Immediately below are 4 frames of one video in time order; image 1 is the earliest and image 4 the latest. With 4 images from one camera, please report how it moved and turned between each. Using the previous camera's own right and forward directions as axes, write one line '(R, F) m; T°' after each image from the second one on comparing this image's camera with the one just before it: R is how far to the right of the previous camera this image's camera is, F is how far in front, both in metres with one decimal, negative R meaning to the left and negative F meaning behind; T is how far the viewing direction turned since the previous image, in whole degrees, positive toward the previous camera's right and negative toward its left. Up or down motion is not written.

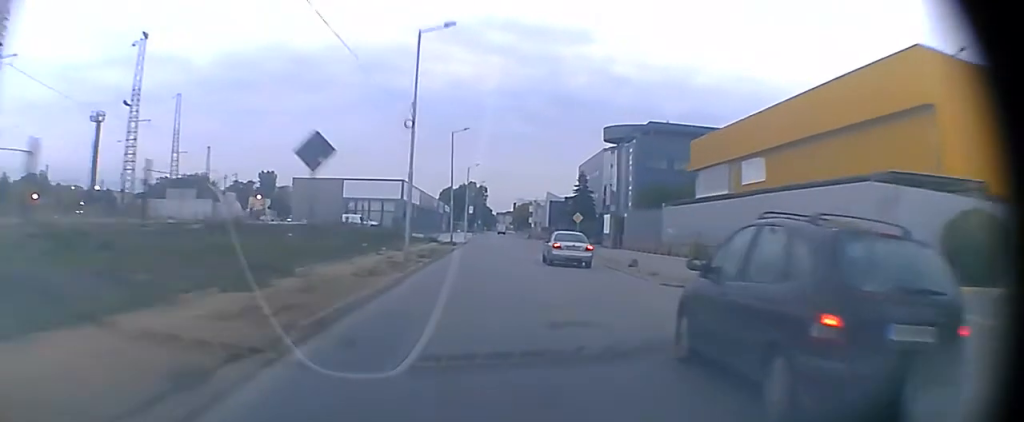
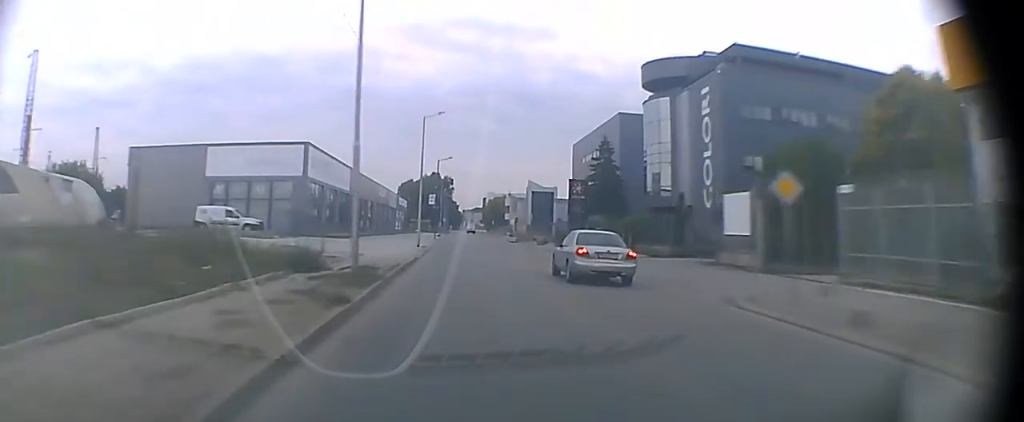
(+0.9, +35.5) m; +1°
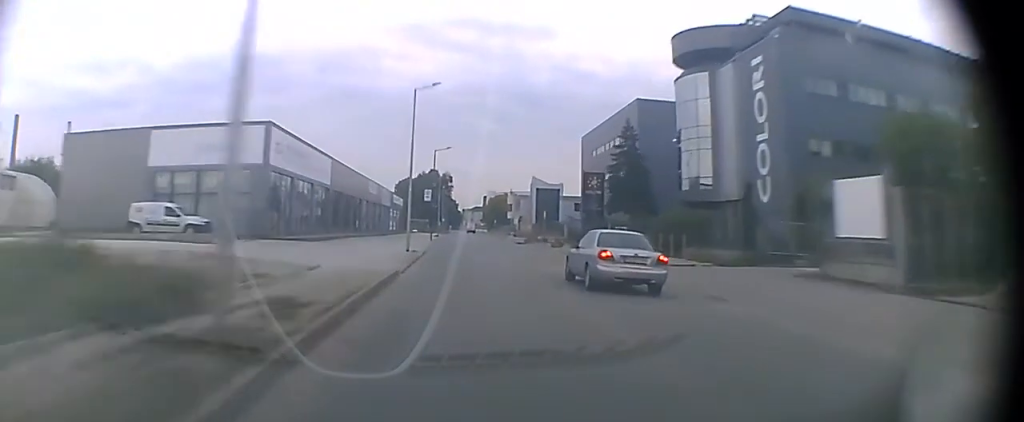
(0.0, +8.6) m; 0°
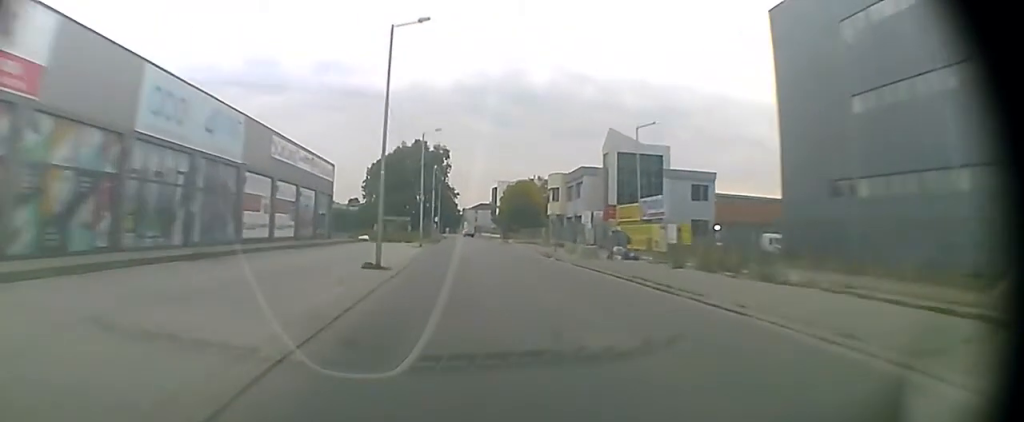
(+0.7, +70.4) m; +1°
